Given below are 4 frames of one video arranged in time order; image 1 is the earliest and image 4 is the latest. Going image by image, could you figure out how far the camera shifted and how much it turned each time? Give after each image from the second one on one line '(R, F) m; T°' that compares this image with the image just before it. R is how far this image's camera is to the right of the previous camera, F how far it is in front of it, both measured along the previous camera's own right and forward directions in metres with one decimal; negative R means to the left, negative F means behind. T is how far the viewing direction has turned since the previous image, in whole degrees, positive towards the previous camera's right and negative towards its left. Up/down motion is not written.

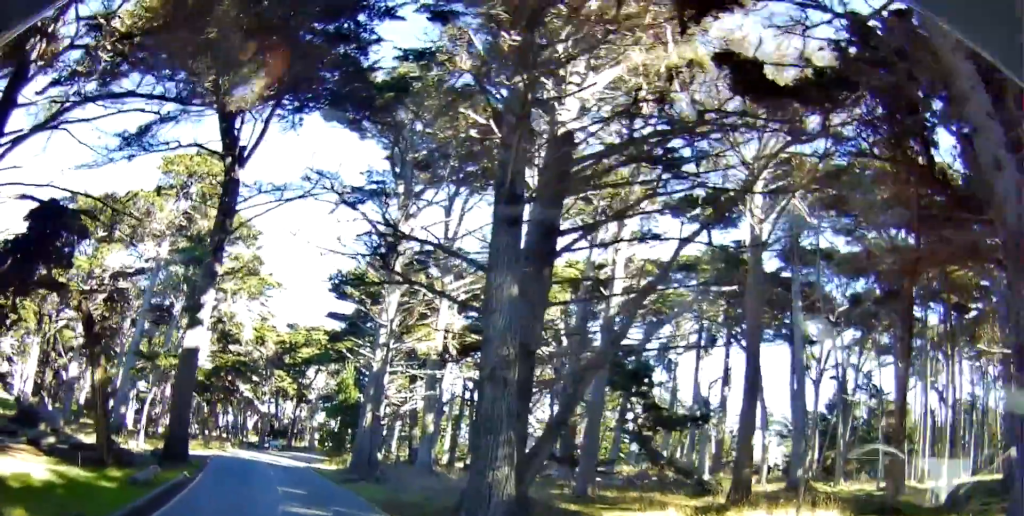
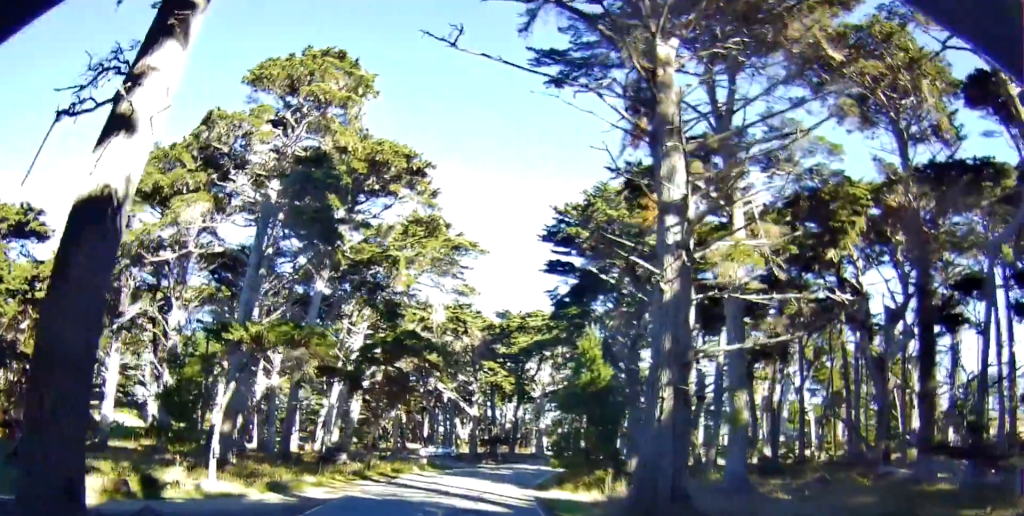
(-3.4, +14.0) m; -24°
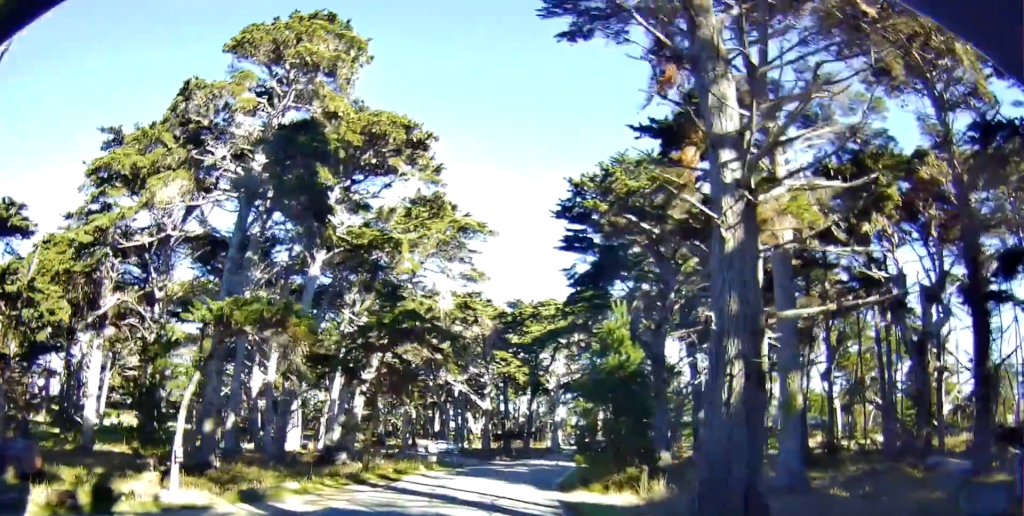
(0.0, +2.9) m; -2°
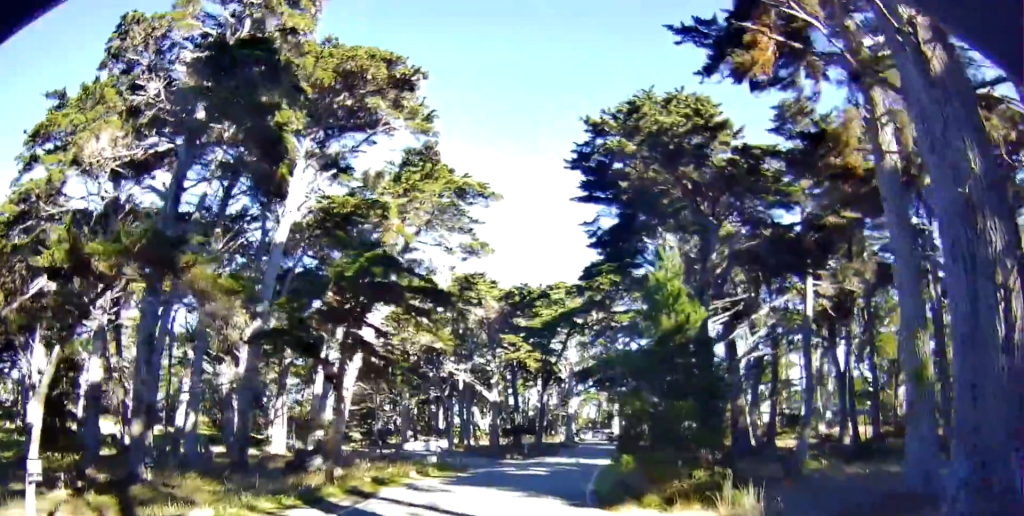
(-0.3, +5.6) m; -3°
